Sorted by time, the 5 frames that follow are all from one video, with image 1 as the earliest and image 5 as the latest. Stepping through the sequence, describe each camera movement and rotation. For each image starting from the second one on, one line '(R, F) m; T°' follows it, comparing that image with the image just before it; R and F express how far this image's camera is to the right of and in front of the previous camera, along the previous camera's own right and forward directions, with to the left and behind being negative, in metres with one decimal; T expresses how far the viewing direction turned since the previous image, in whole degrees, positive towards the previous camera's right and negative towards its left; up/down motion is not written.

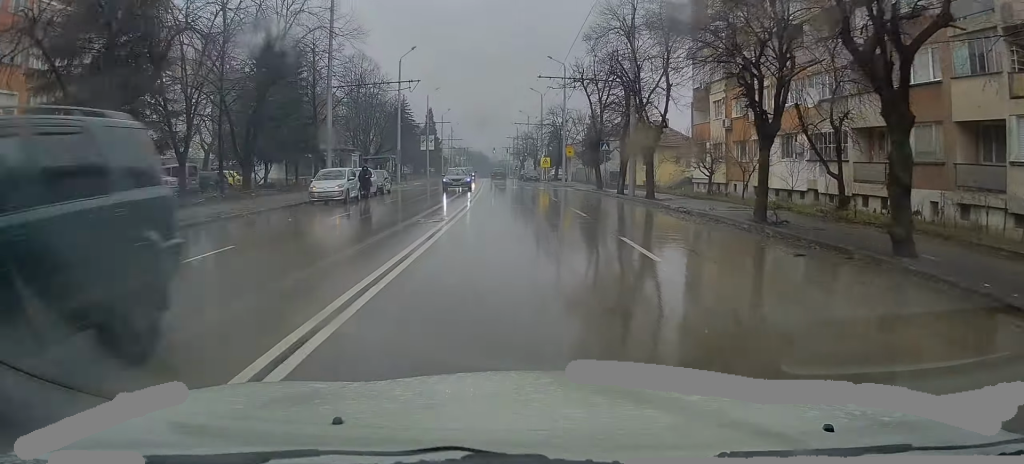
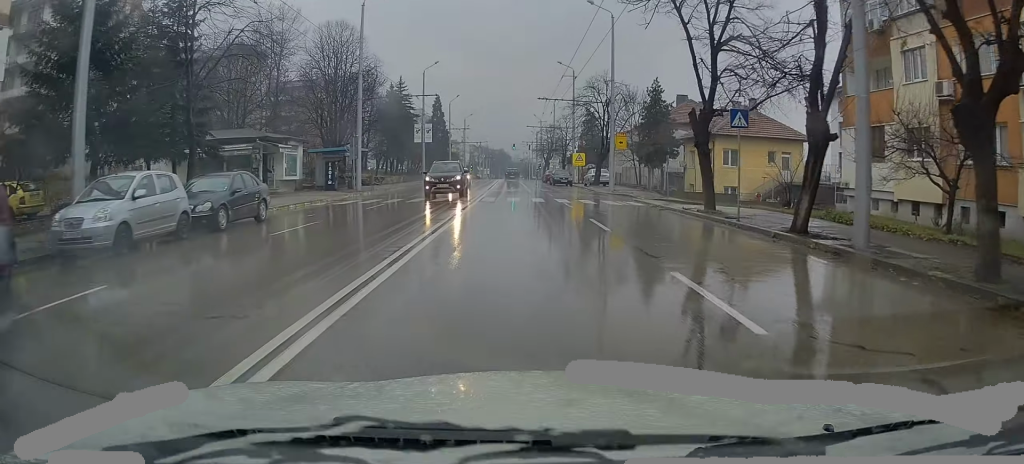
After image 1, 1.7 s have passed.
(0.0, +22.0) m; 0°
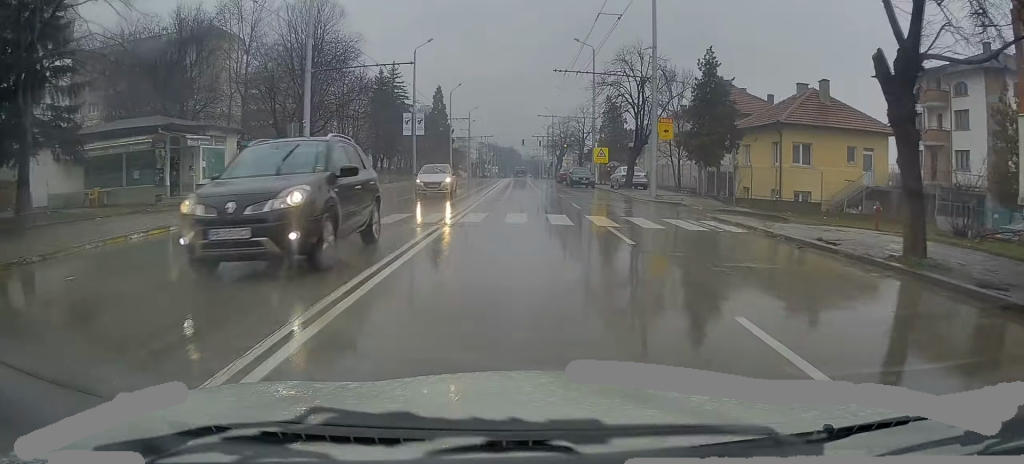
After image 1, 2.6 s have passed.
(0.0, +11.6) m; 0°
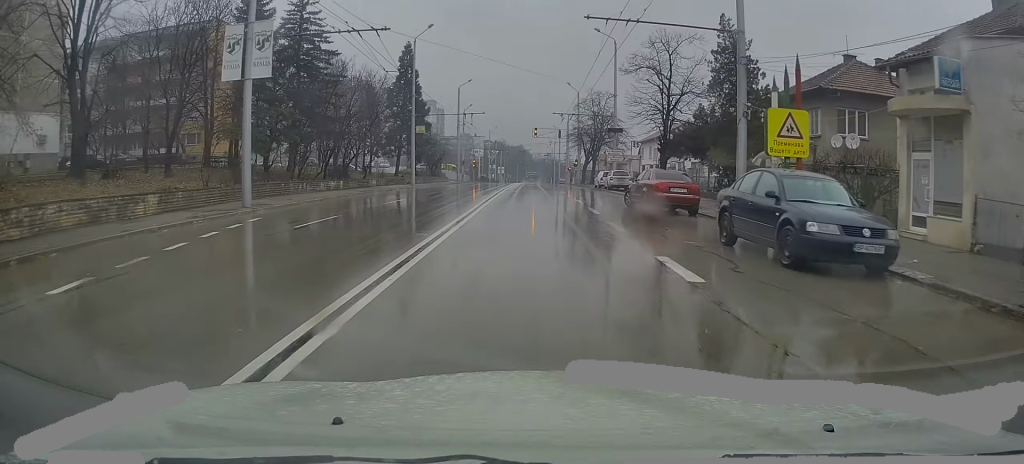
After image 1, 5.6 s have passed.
(-1.7, +37.0) m; -5°
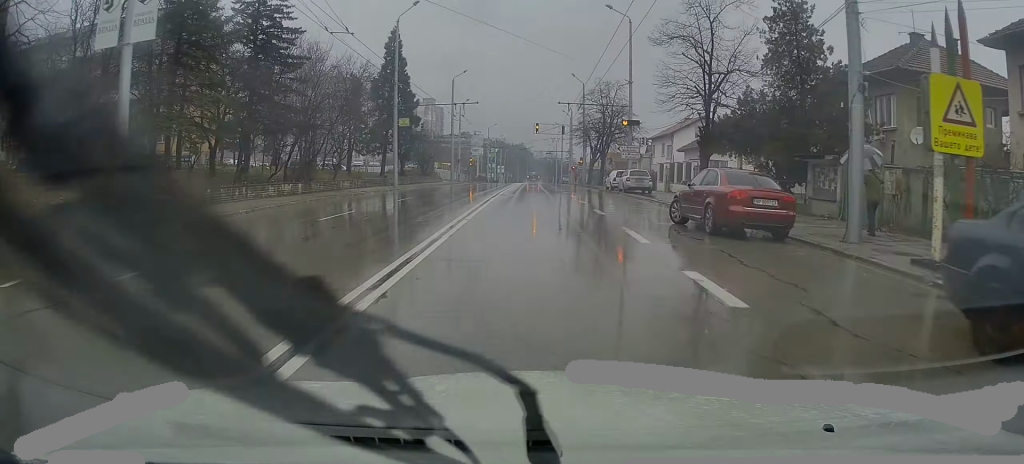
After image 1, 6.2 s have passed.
(-0.3, +7.4) m; 0°
